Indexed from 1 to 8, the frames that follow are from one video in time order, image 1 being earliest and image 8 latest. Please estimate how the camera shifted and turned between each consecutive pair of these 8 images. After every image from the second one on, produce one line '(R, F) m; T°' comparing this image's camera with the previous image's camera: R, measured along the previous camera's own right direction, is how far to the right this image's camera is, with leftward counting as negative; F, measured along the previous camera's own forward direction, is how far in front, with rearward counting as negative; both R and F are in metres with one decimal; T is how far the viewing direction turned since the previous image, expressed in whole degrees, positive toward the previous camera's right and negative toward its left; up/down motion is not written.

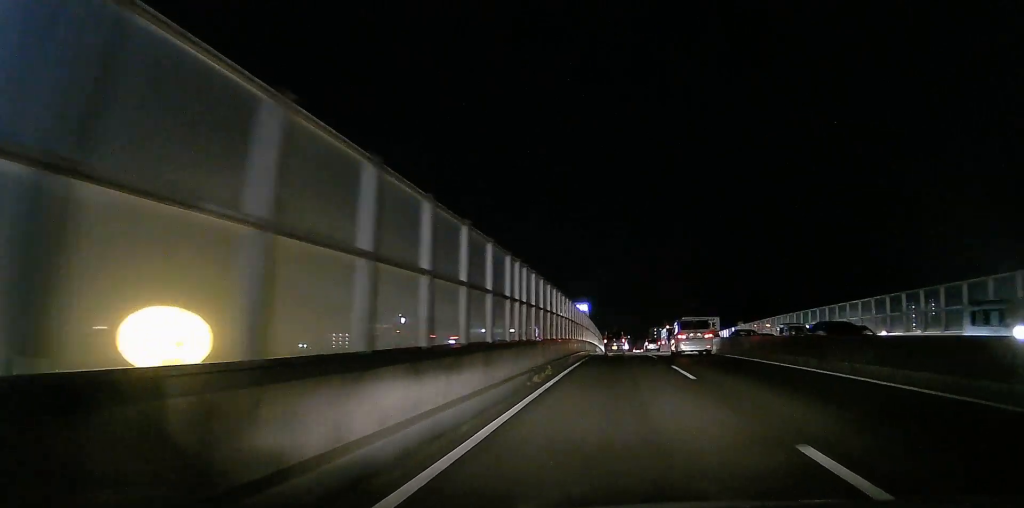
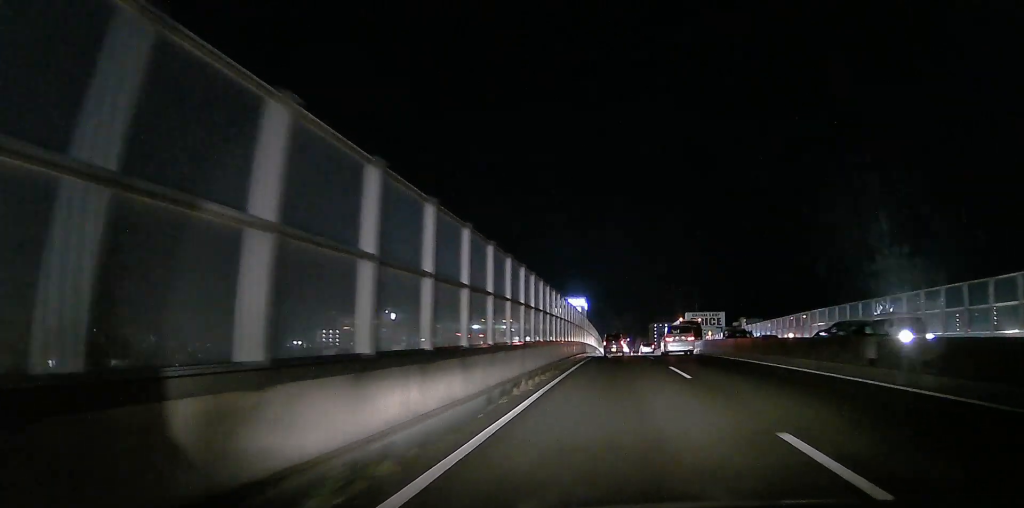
(0.0, +14.3) m; +1°
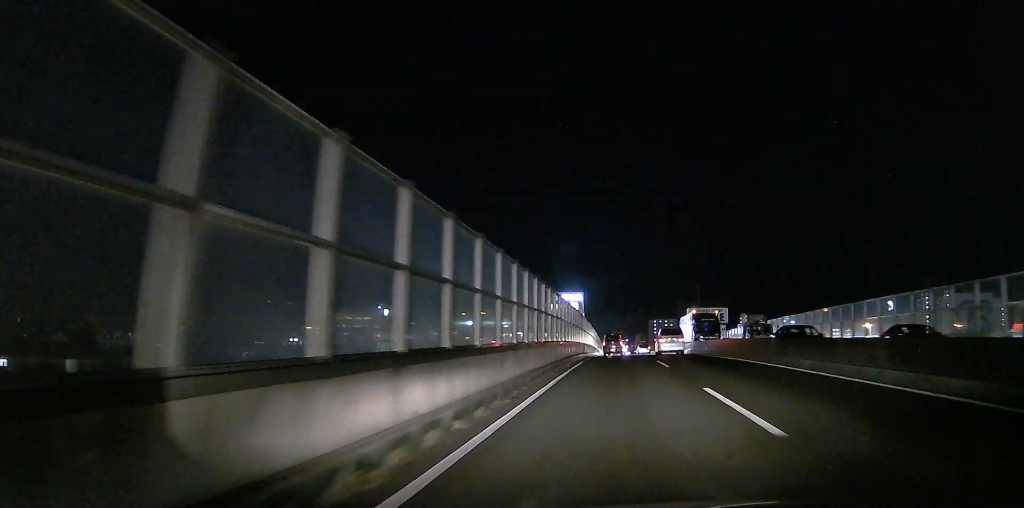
(+0.1, +9.0) m; 0°
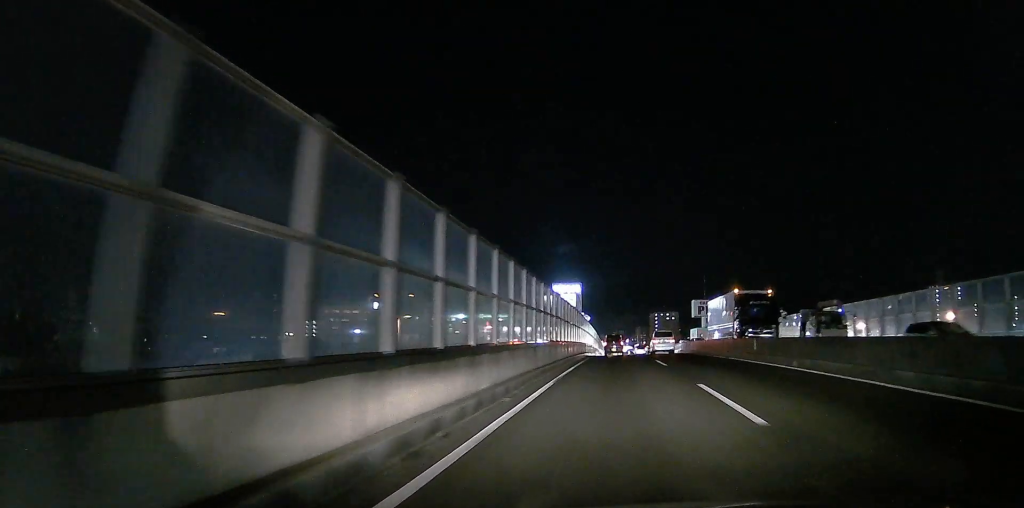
(-0.1, +14.4) m; -2°
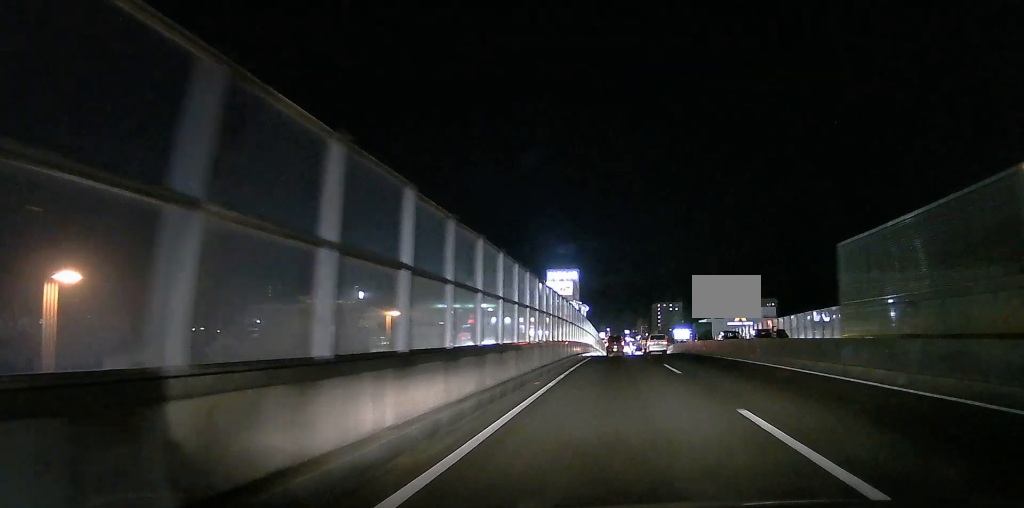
(-0.3, +19.9) m; -1°
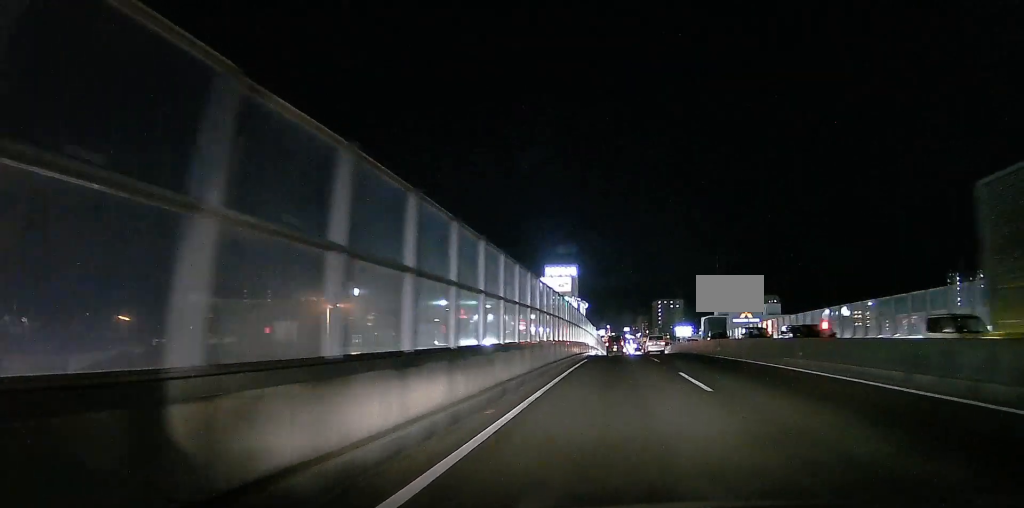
(0.0, +5.9) m; 0°
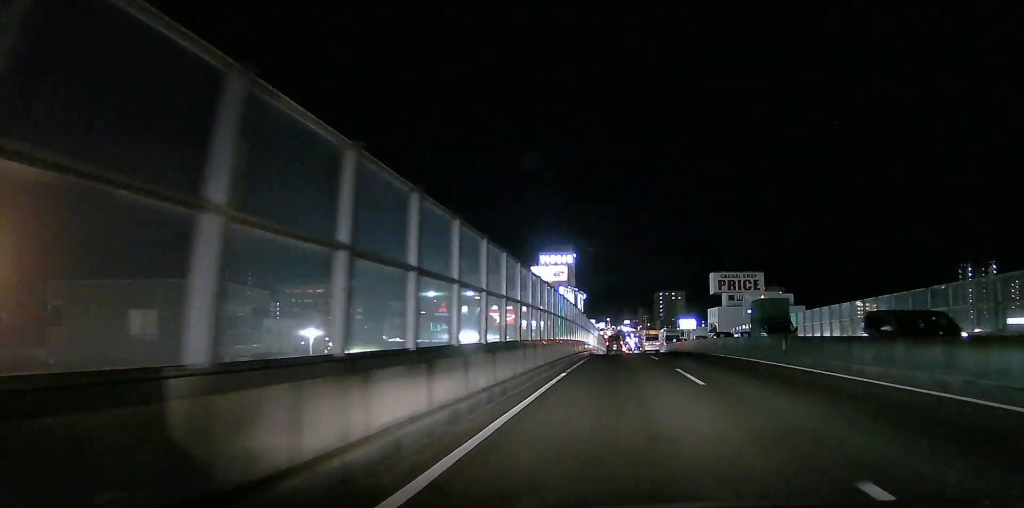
(0.0, +13.9) m; 0°
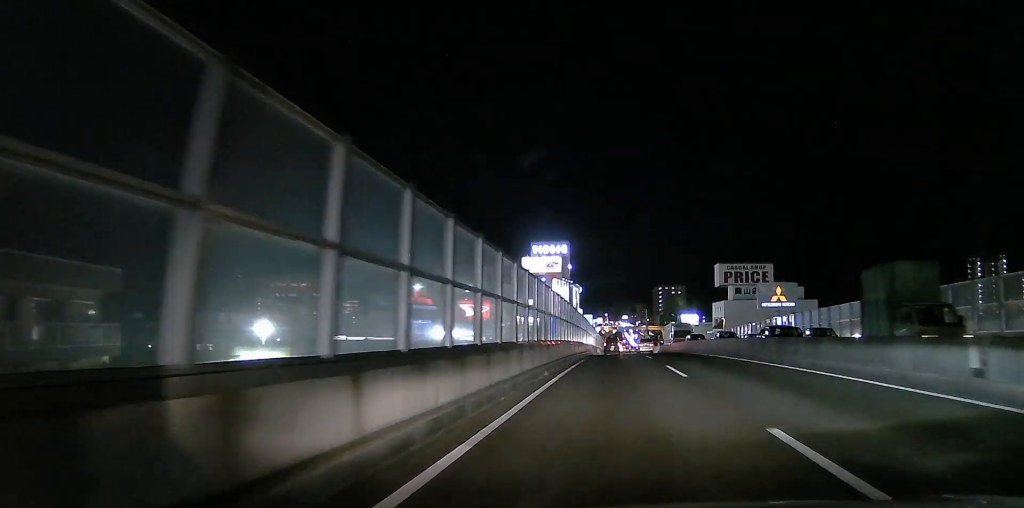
(0.0, +12.5) m; 0°
